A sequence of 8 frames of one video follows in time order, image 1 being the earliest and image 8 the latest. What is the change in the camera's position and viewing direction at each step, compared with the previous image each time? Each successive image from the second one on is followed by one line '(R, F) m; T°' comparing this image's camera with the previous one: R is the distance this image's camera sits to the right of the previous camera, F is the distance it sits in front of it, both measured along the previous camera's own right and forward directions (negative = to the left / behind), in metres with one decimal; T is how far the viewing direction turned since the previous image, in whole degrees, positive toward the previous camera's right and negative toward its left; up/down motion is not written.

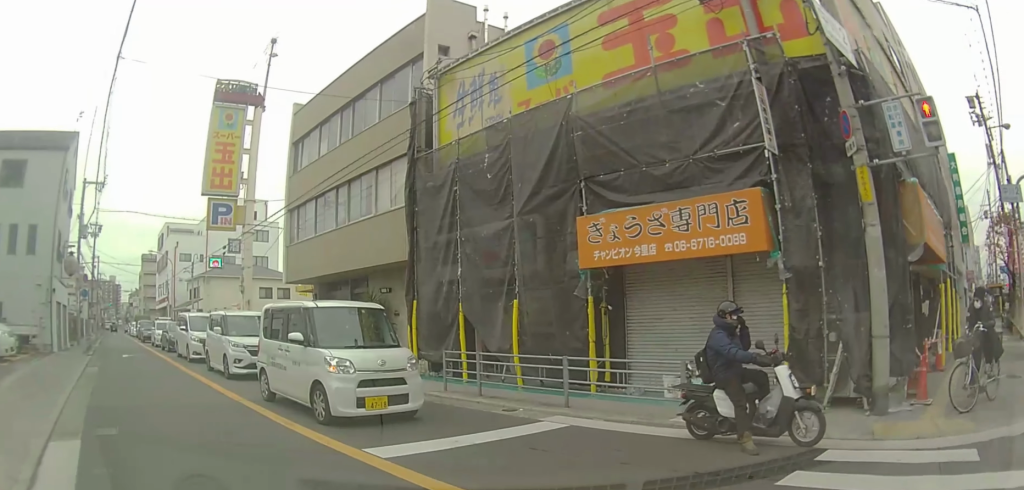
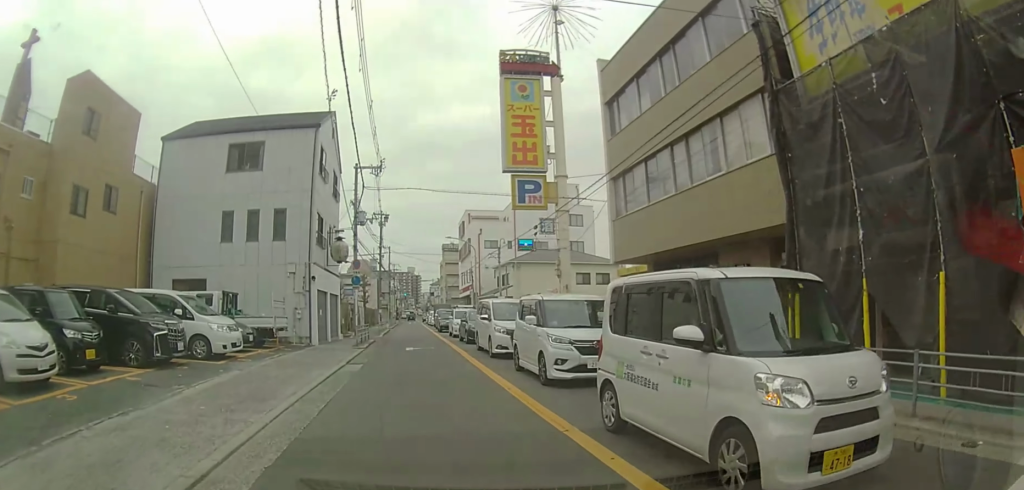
(-1.0, +4.1) m; -23°
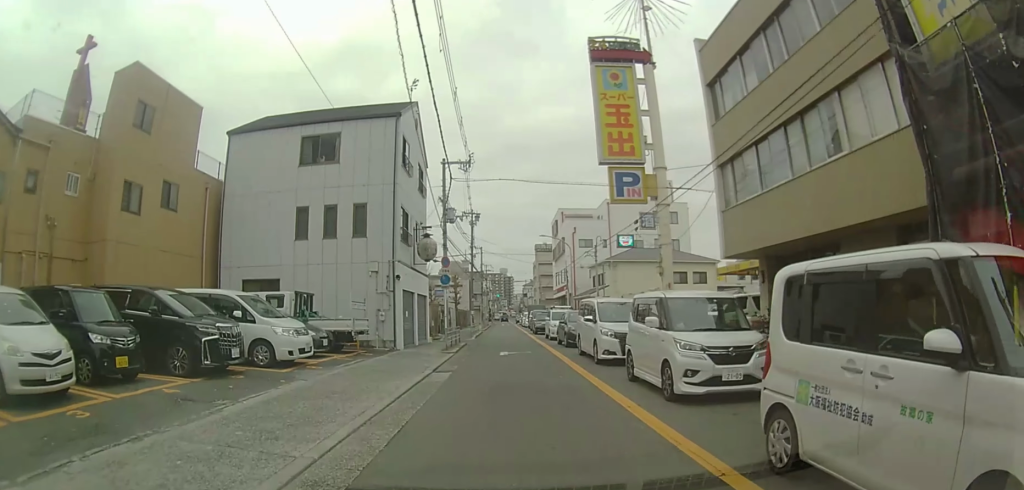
(-0.1, +1.3) m; -8°
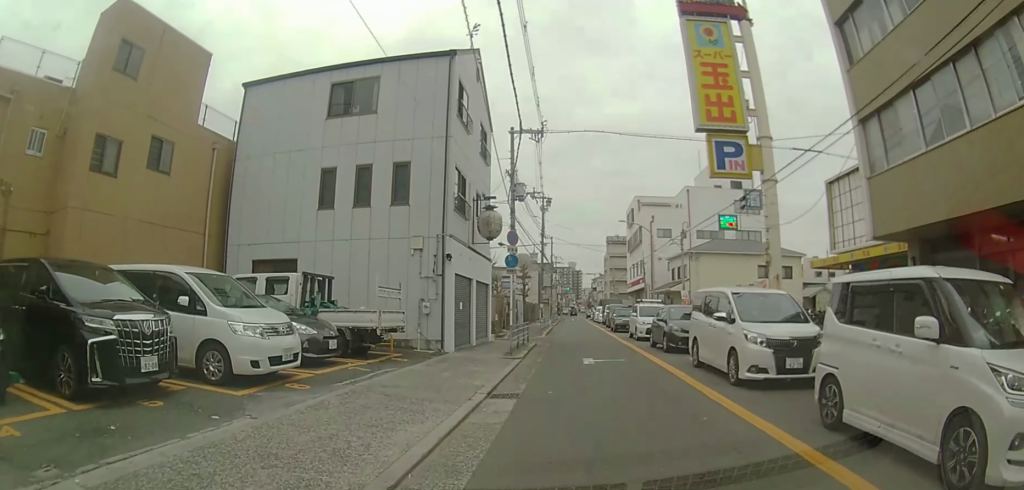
(-0.6, +3.3) m; -20°
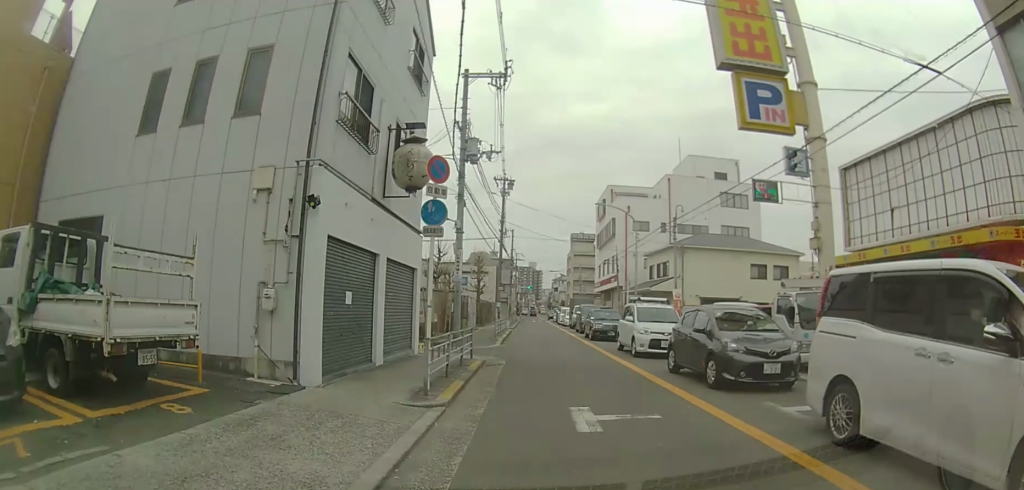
(-0.7, +5.7) m; -7°
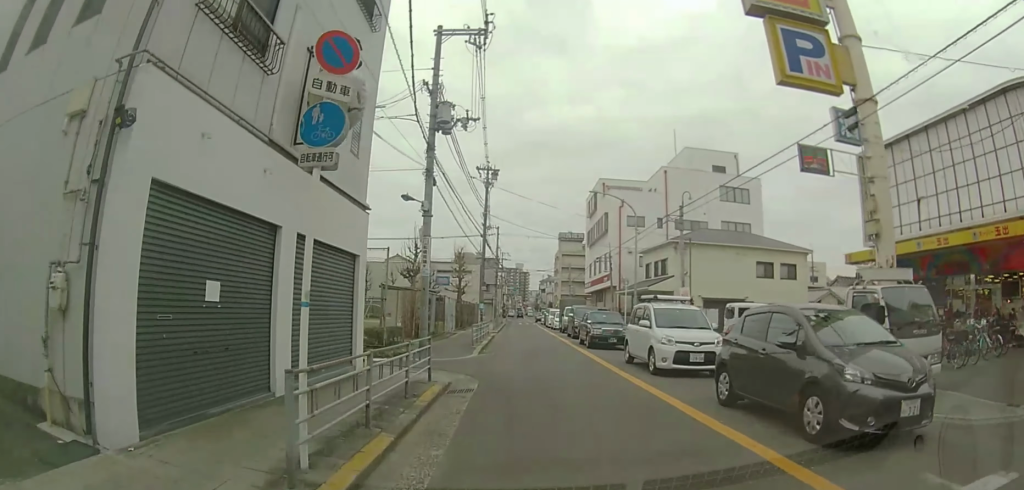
(0.0, +3.5) m; +2°
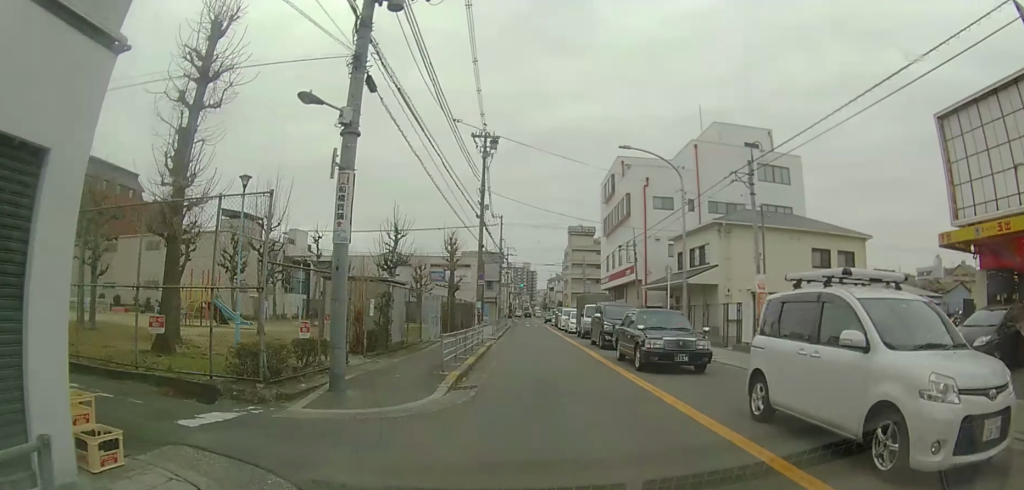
(+0.3, +7.3) m; +5°
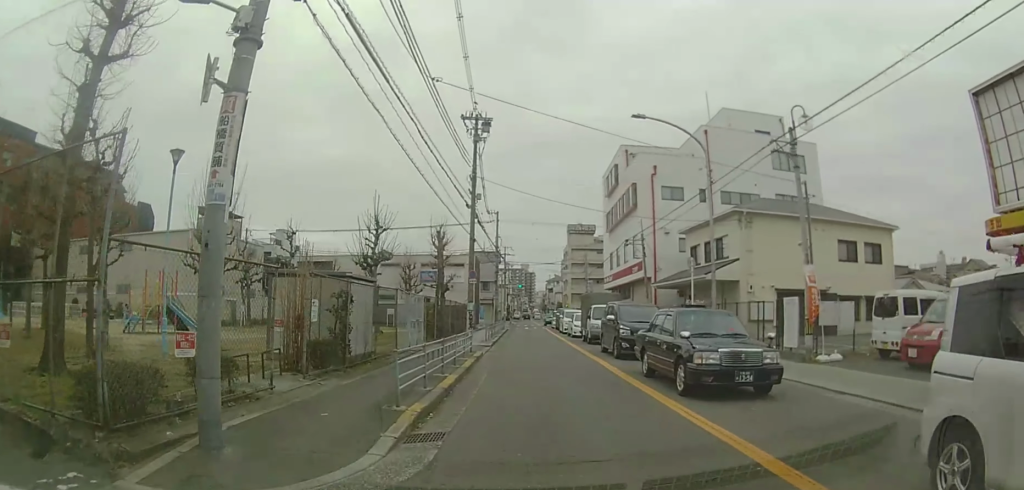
(0.0, +3.6) m; 0°
